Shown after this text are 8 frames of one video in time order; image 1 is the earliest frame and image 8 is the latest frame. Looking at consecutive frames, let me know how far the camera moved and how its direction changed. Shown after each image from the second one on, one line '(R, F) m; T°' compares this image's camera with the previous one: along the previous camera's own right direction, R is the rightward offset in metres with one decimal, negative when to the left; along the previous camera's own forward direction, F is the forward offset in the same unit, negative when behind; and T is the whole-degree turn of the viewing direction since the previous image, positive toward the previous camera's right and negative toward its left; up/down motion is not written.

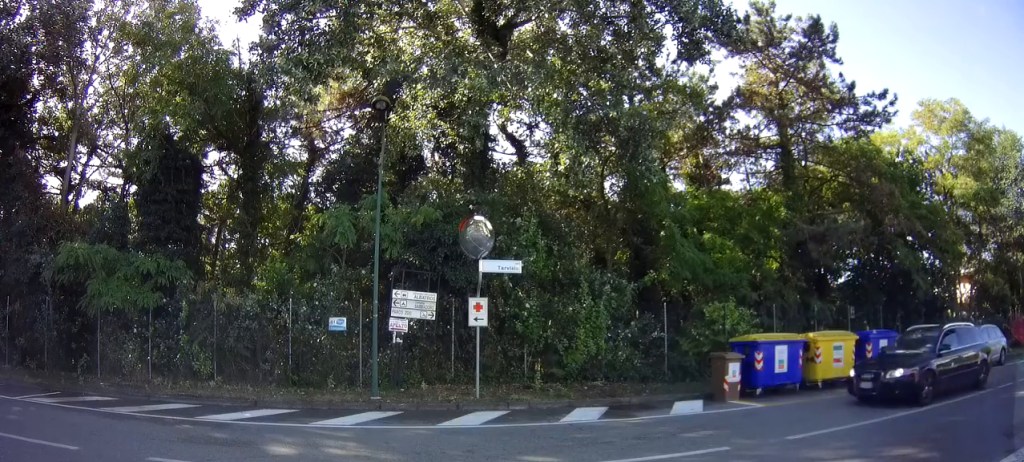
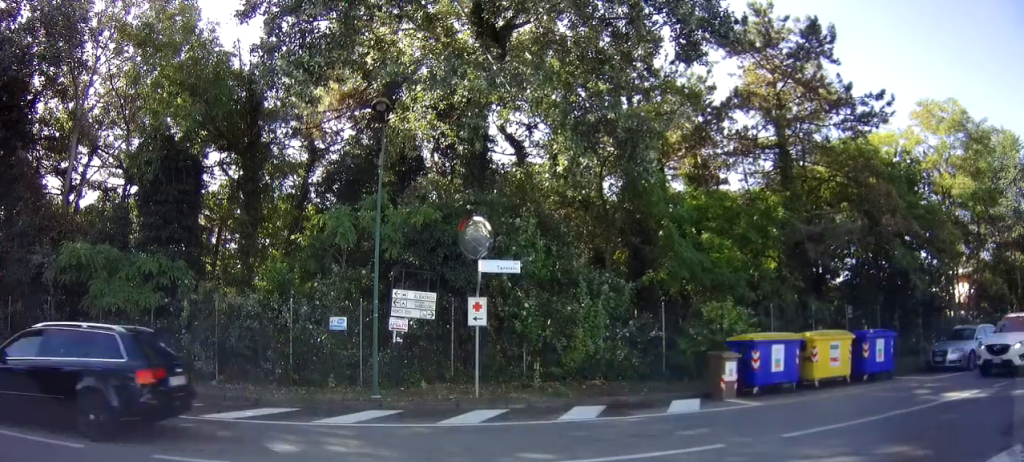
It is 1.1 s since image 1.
(0.0, +0.2) m; 0°
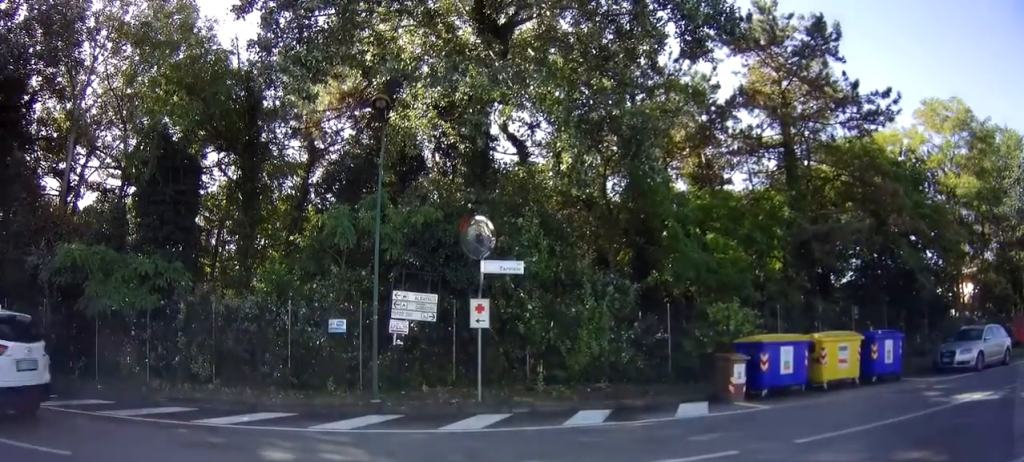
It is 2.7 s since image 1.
(-0.4, +0.4) m; -2°
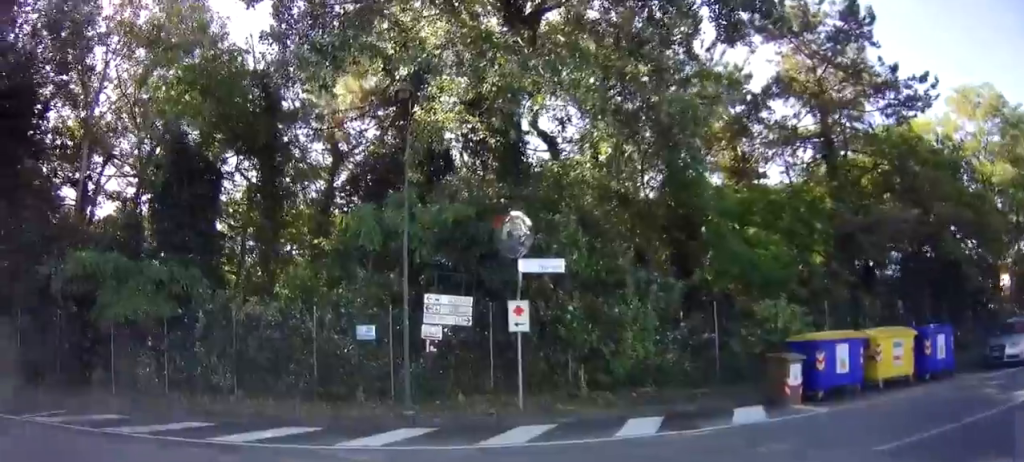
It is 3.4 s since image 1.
(-0.1, +0.4) m; -13°
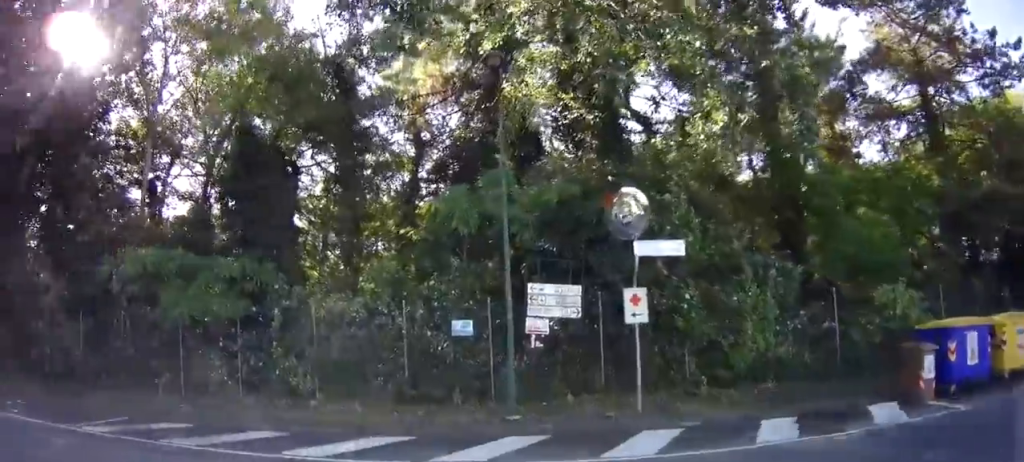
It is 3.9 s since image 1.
(0.0, +0.9) m; -10°
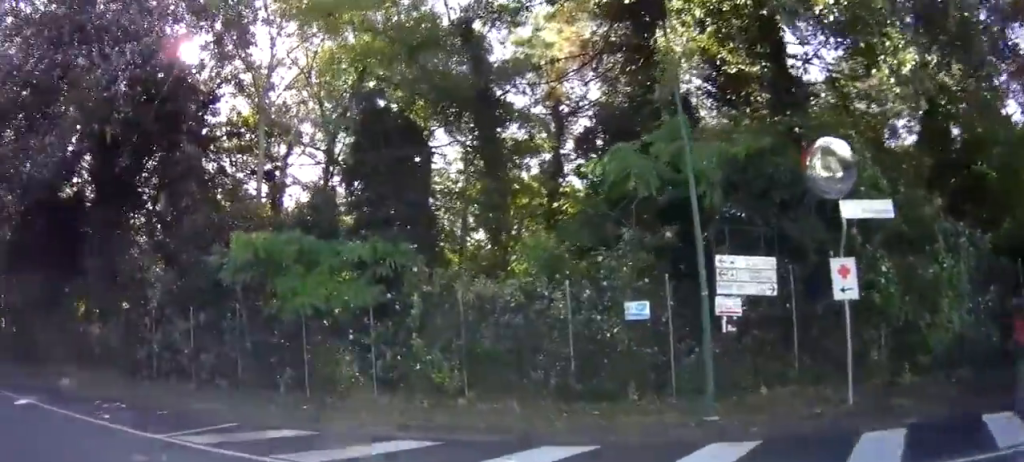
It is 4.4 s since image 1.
(+0.1, +1.1) m; -11°
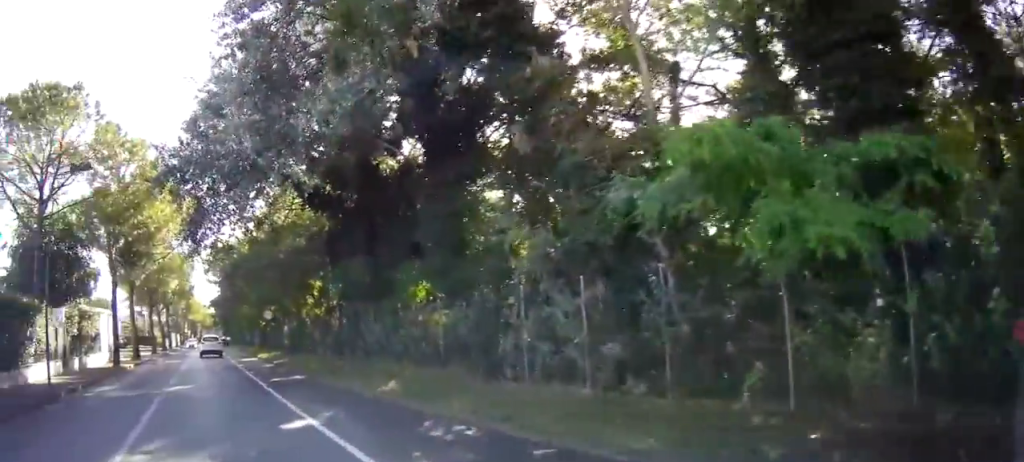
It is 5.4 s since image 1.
(-0.9, +4.1) m; -28°
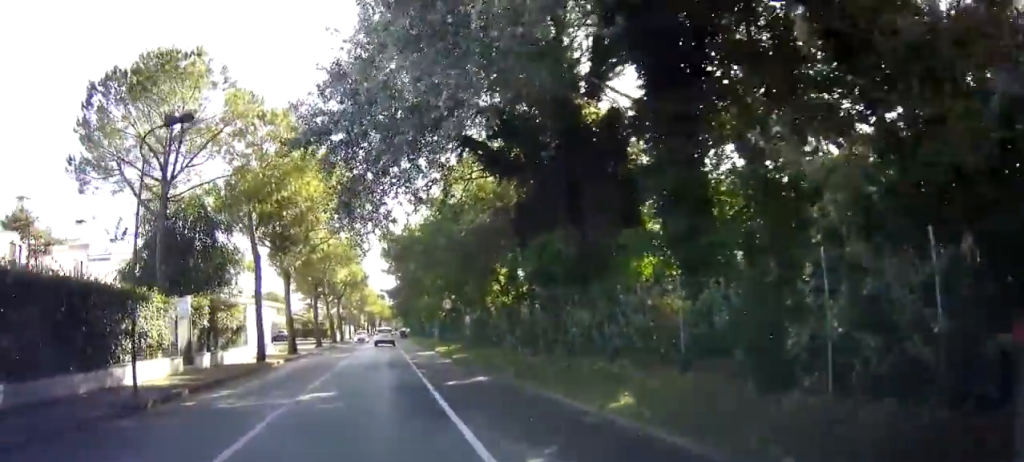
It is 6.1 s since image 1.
(-0.8, +3.6) m; -13°
